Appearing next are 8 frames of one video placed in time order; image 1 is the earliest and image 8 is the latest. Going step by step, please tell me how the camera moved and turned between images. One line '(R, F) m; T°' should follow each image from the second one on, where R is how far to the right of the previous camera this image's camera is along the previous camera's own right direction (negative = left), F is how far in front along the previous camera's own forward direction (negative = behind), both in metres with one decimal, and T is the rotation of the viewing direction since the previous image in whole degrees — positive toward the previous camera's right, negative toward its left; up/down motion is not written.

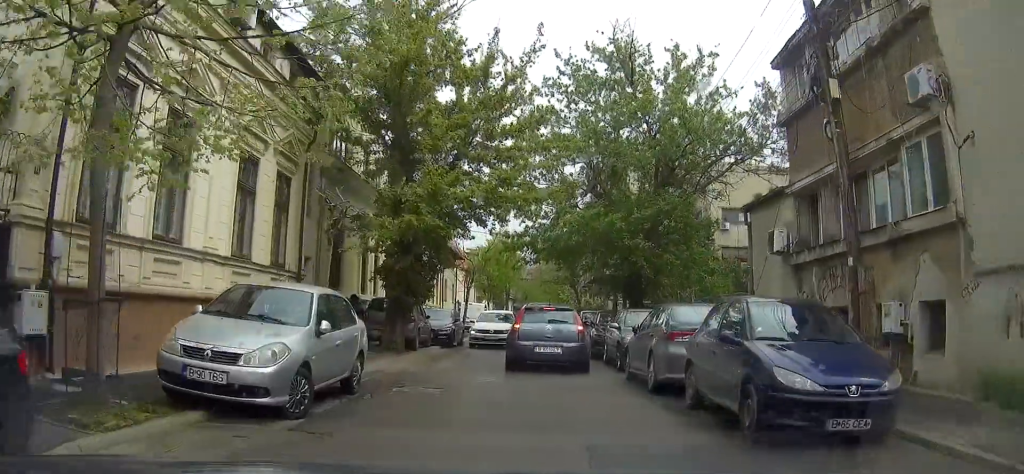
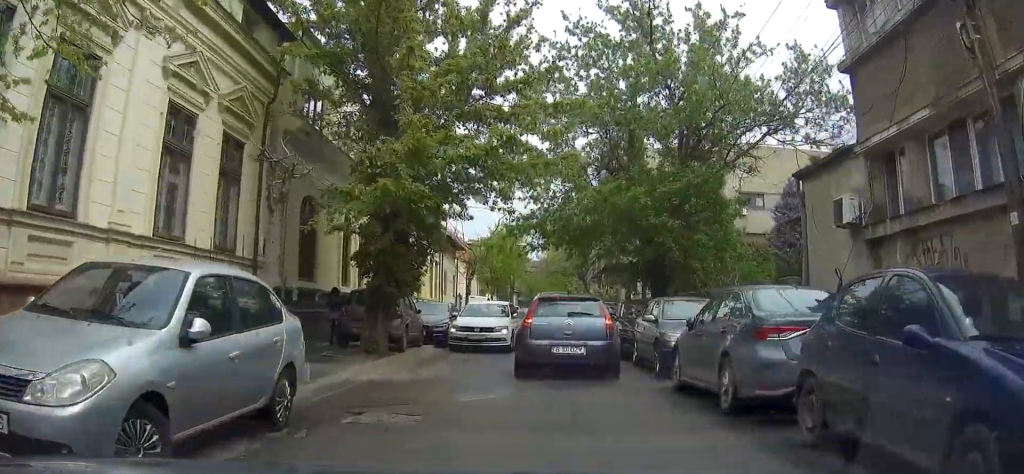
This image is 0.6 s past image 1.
(-0.2, +3.6) m; -2°
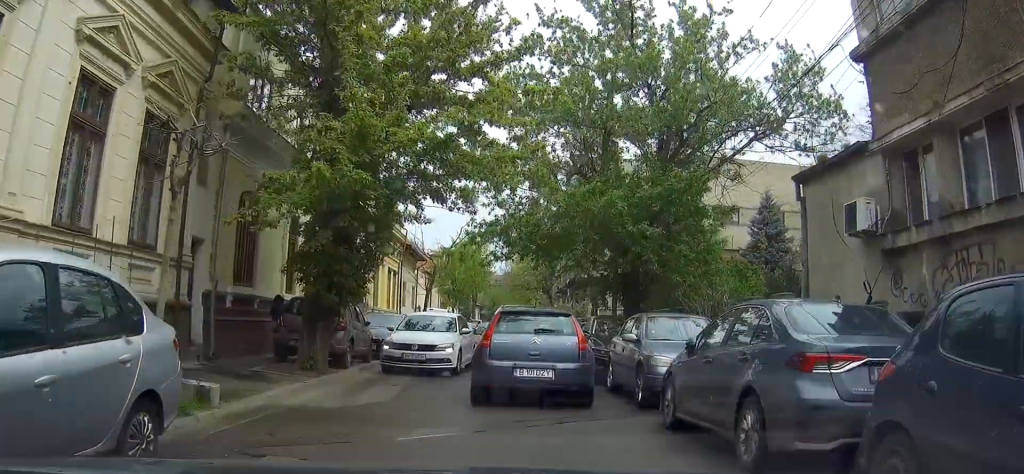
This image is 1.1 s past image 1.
(0.0, +2.3) m; +1°
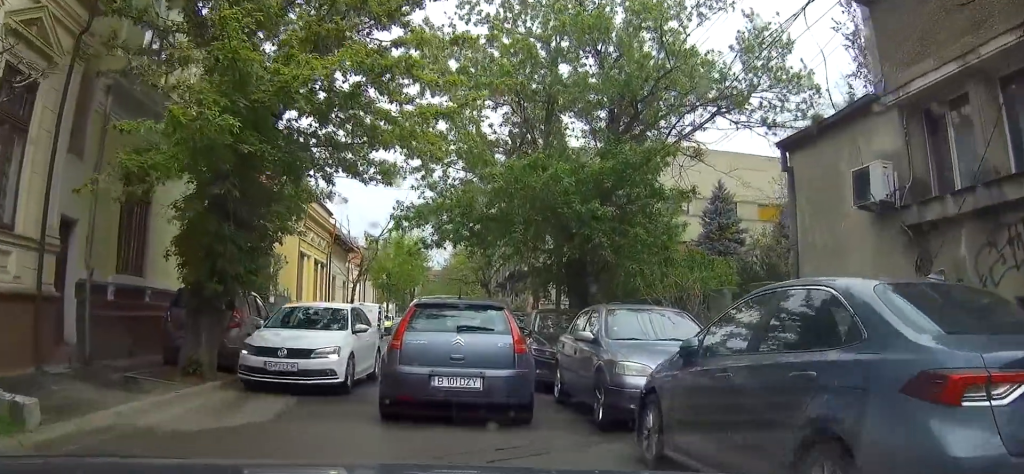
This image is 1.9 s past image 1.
(+0.1, +3.4) m; +2°
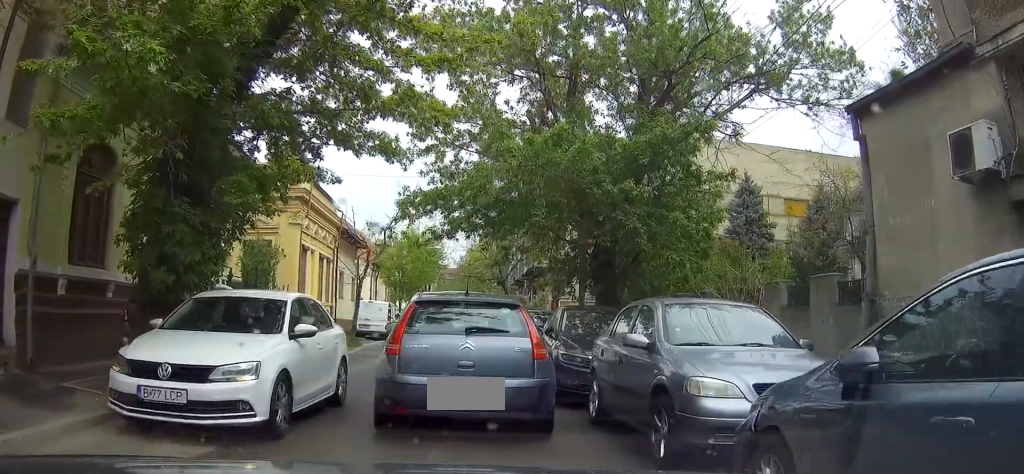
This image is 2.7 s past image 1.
(+0.2, +3.0) m; -3°
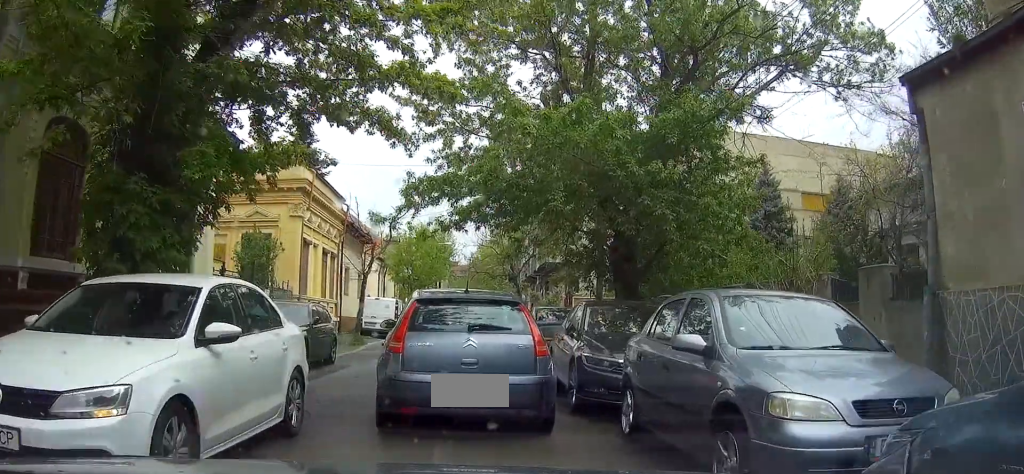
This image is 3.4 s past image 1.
(-0.2, +1.9) m; -1°
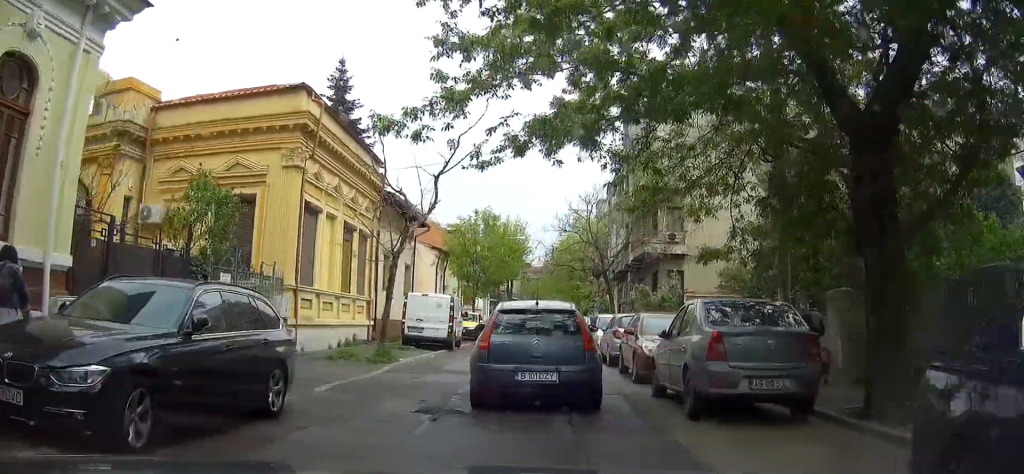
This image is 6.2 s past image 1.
(+1.1, +9.1) m; +14°
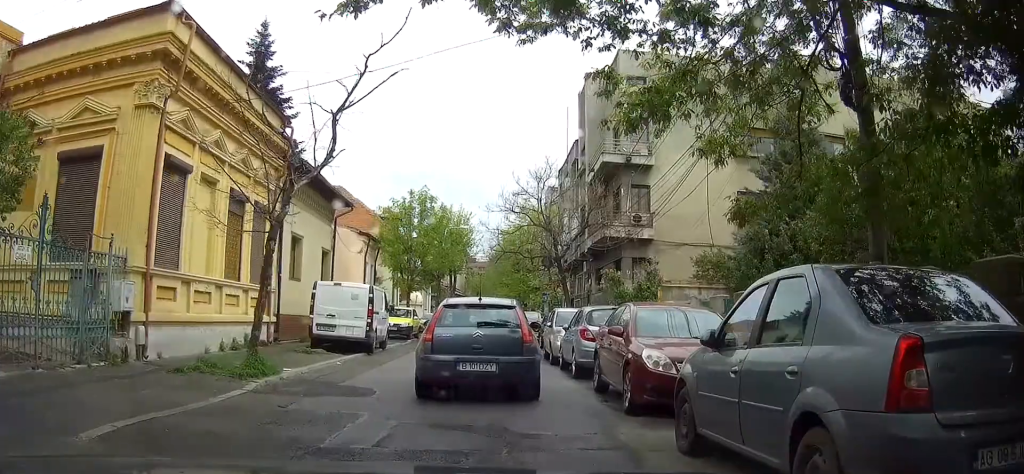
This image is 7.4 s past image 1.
(0.0, +4.6) m; +2°
